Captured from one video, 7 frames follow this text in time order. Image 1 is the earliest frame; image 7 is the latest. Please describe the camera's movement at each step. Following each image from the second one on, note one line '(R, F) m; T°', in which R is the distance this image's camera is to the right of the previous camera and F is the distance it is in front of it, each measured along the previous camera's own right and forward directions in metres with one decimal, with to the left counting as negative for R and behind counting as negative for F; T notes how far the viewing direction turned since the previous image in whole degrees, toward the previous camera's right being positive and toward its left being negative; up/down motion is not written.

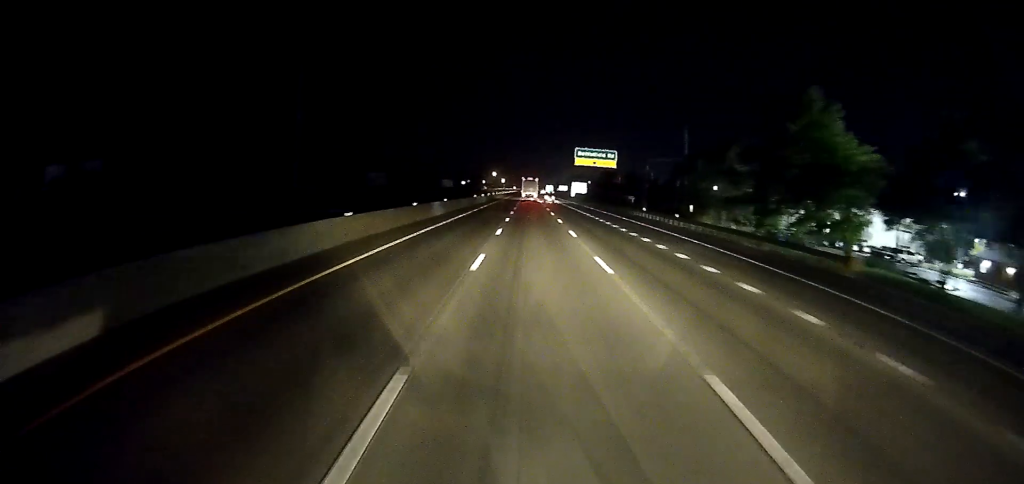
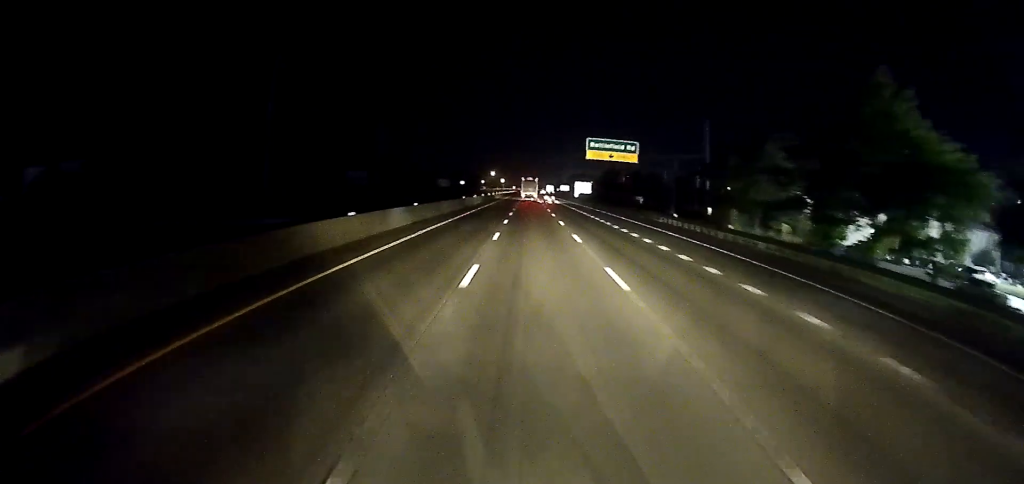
(-0.3, +14.8) m; -1°
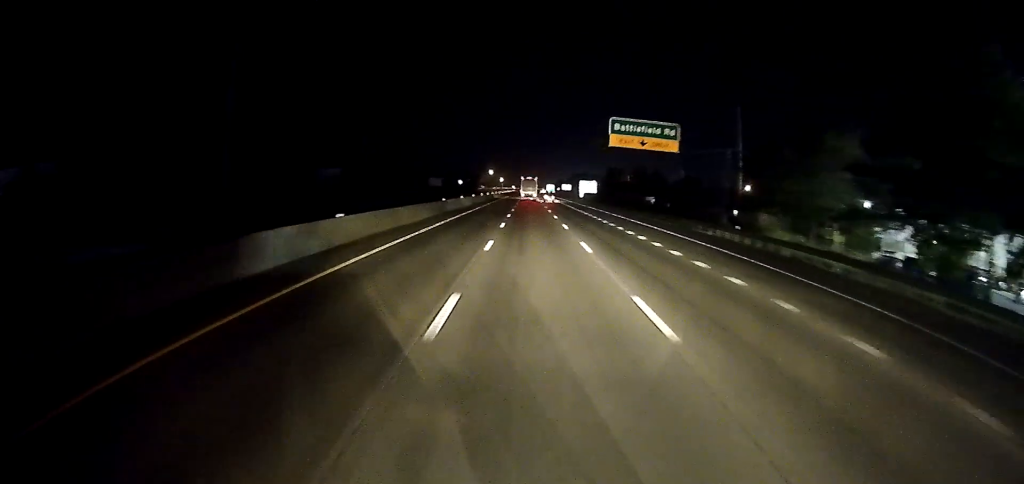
(-0.2, +16.7) m; -1°
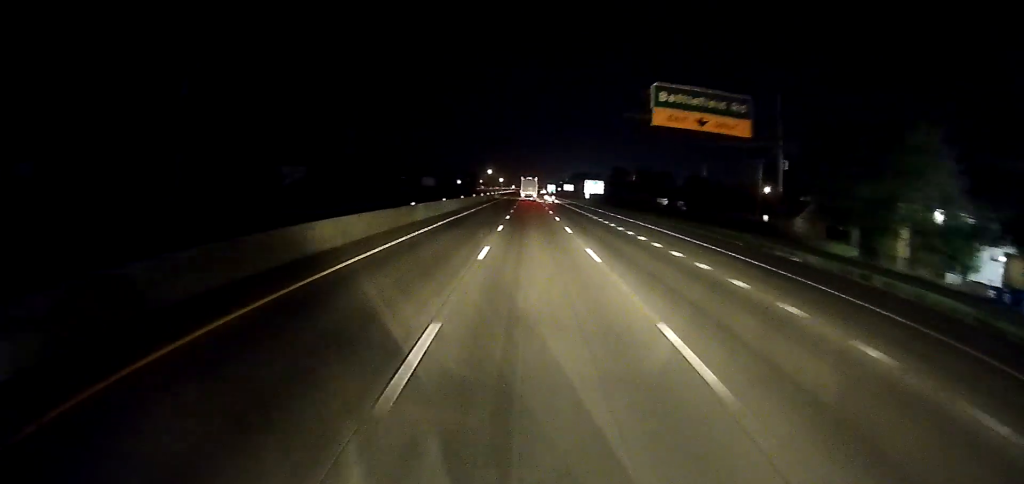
(0.0, +14.8) m; +1°
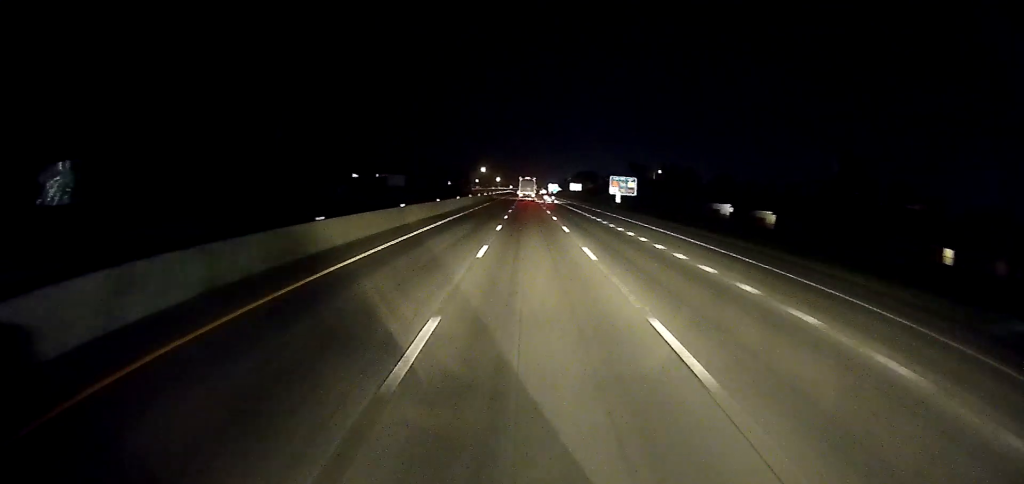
(+0.8, +48.2) m; 0°
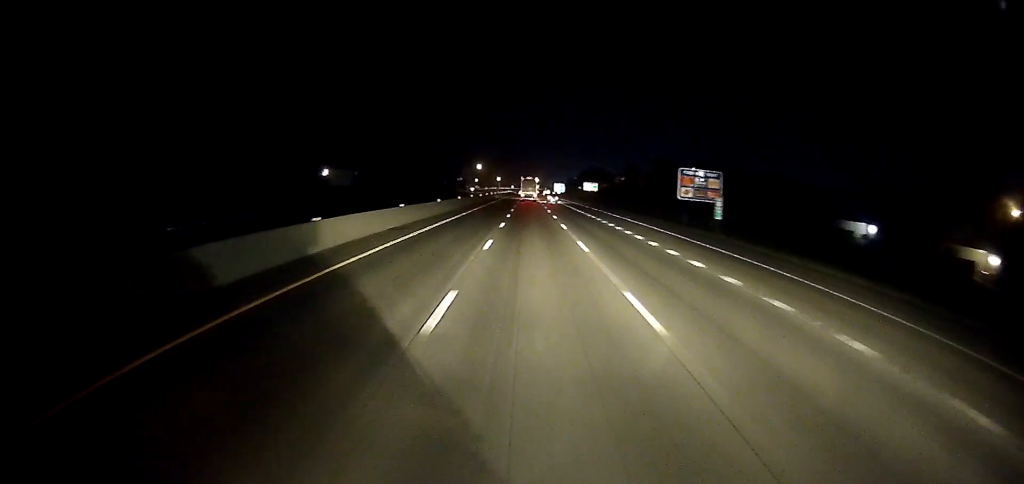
(-0.9, +46.3) m; -1°
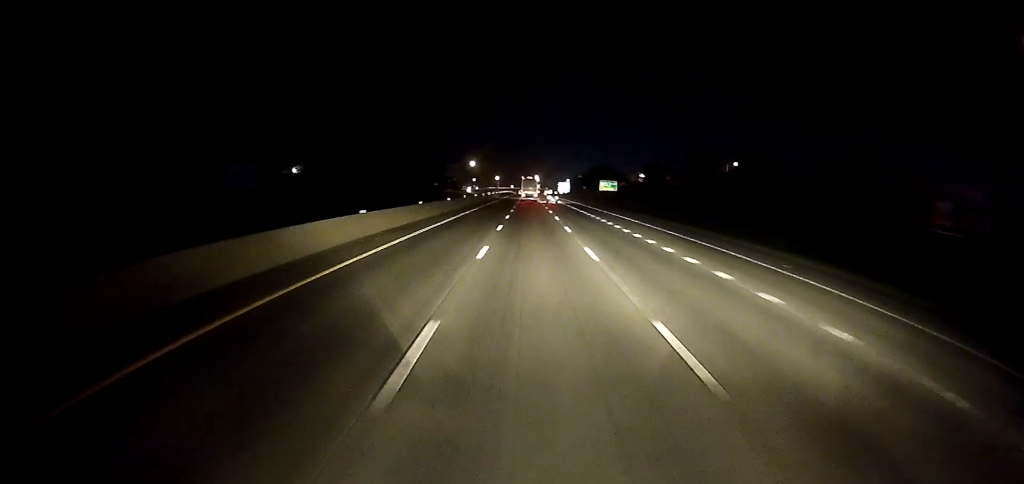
(+0.1, +39.5) m; +1°
